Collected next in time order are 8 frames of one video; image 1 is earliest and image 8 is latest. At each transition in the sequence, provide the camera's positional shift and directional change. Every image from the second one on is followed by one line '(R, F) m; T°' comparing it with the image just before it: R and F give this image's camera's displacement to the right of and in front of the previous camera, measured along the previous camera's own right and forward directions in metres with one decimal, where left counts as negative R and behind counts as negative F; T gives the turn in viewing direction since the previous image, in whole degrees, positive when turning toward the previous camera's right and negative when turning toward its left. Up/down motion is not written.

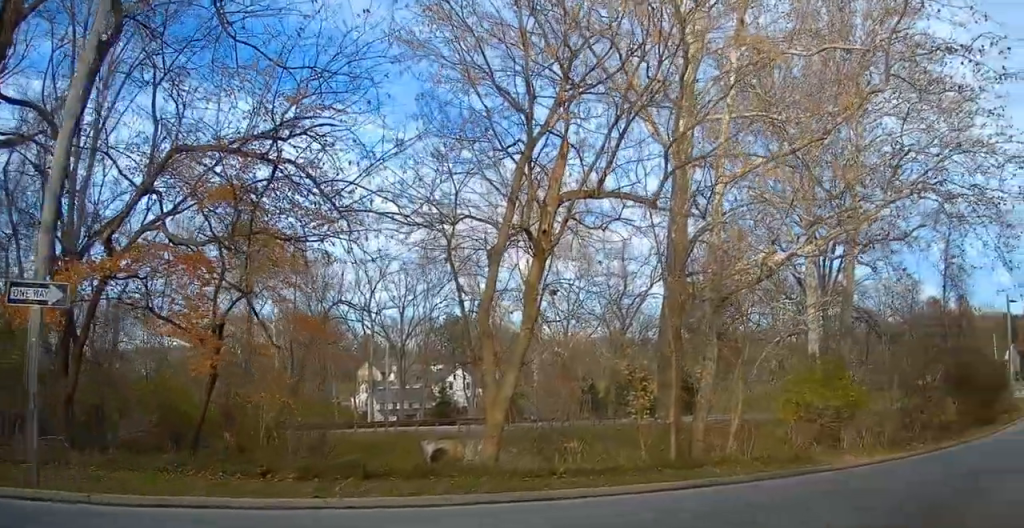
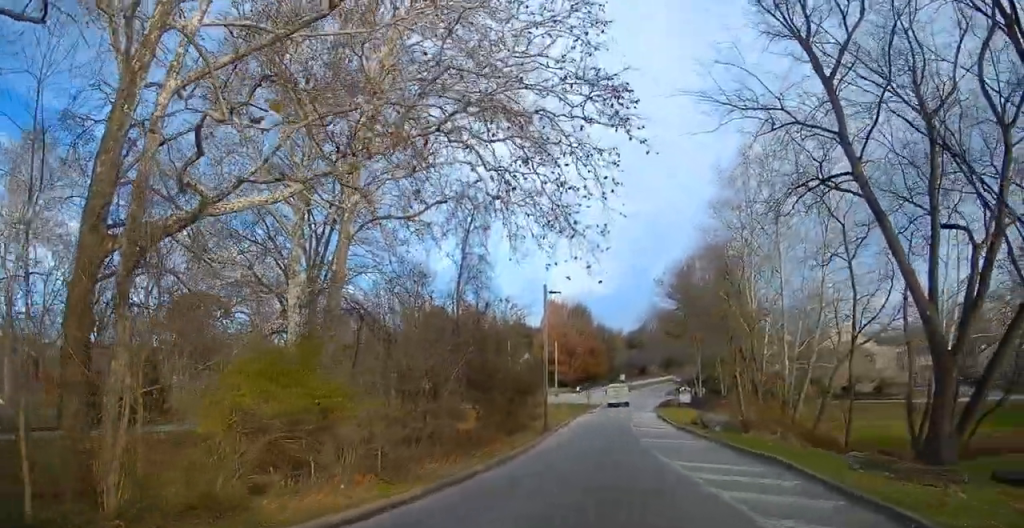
(+3.6, +6.6) m; +41°
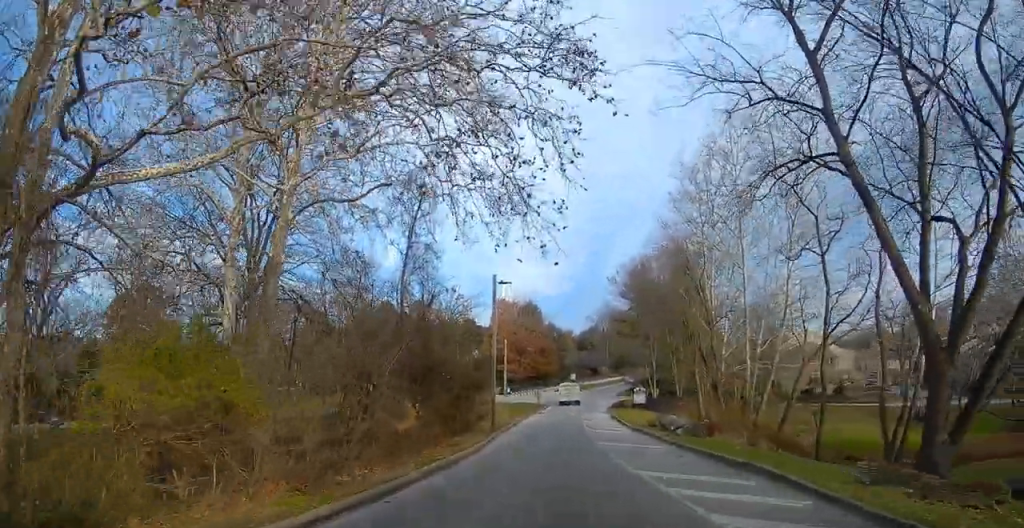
(0.0, +2.1) m; +1°
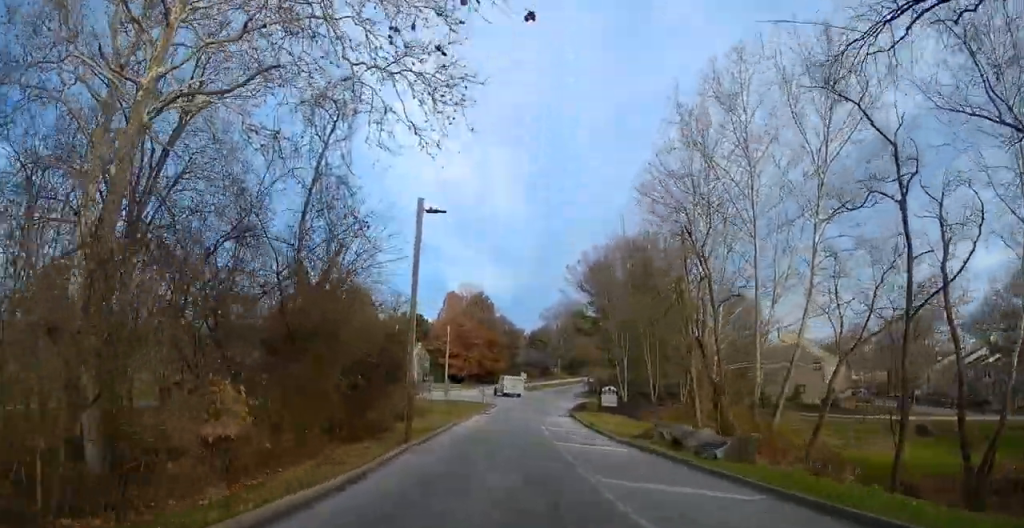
(+0.6, +9.7) m; +11°
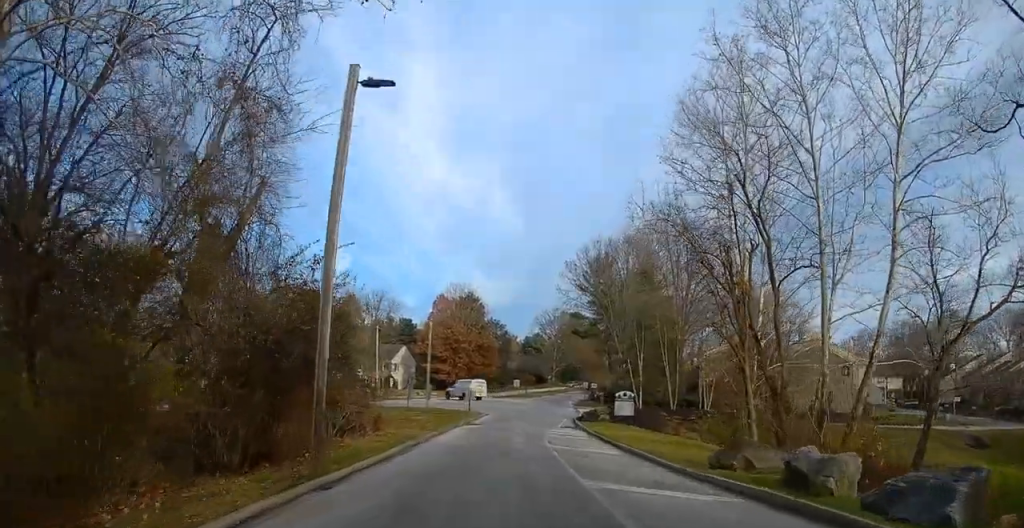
(+1.0, +8.1) m; +9°
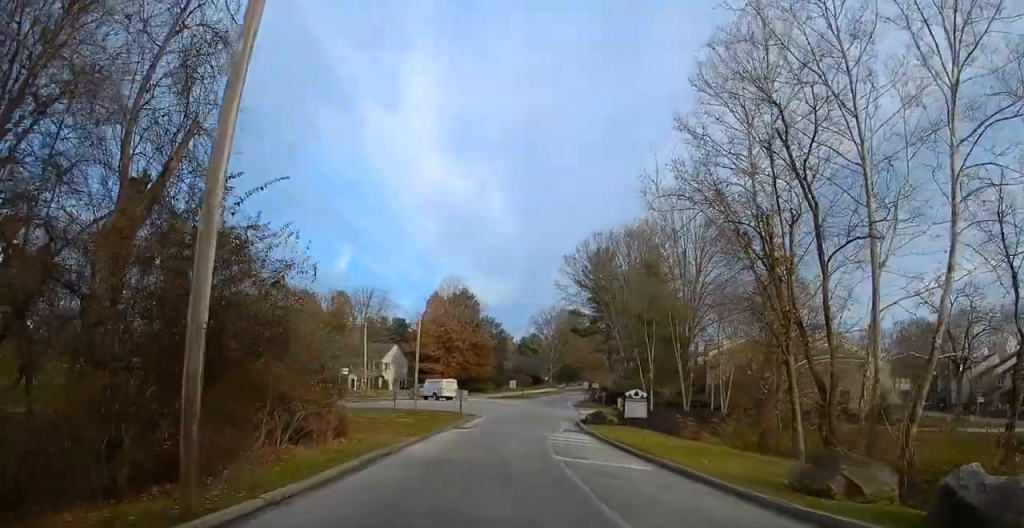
(+0.2, +4.5) m; +2°
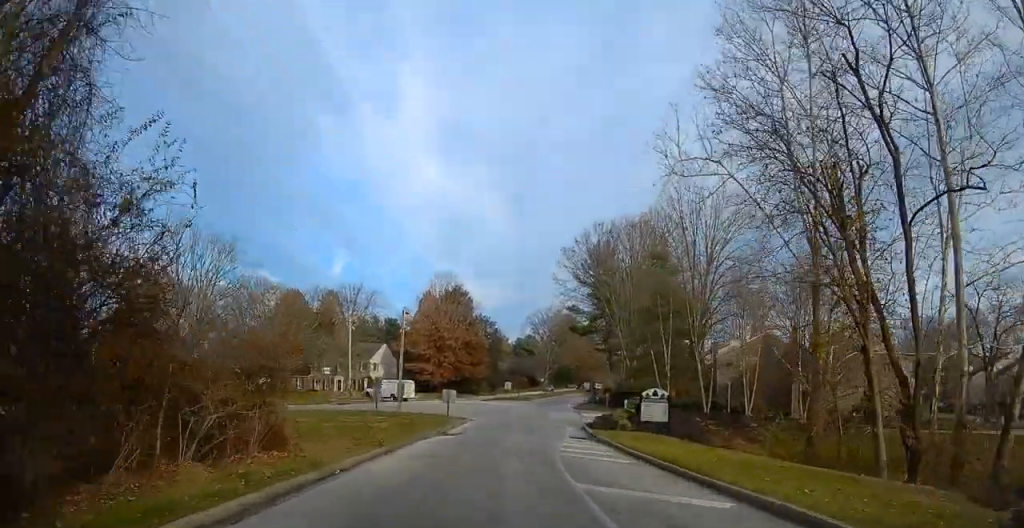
(-0.1, +5.2) m; 0°
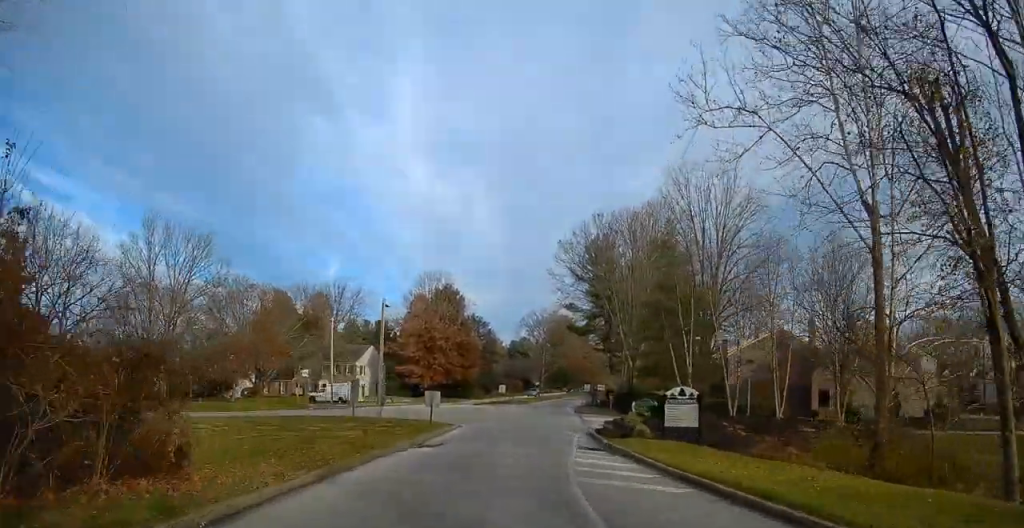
(0.0, +5.7) m; +1°
